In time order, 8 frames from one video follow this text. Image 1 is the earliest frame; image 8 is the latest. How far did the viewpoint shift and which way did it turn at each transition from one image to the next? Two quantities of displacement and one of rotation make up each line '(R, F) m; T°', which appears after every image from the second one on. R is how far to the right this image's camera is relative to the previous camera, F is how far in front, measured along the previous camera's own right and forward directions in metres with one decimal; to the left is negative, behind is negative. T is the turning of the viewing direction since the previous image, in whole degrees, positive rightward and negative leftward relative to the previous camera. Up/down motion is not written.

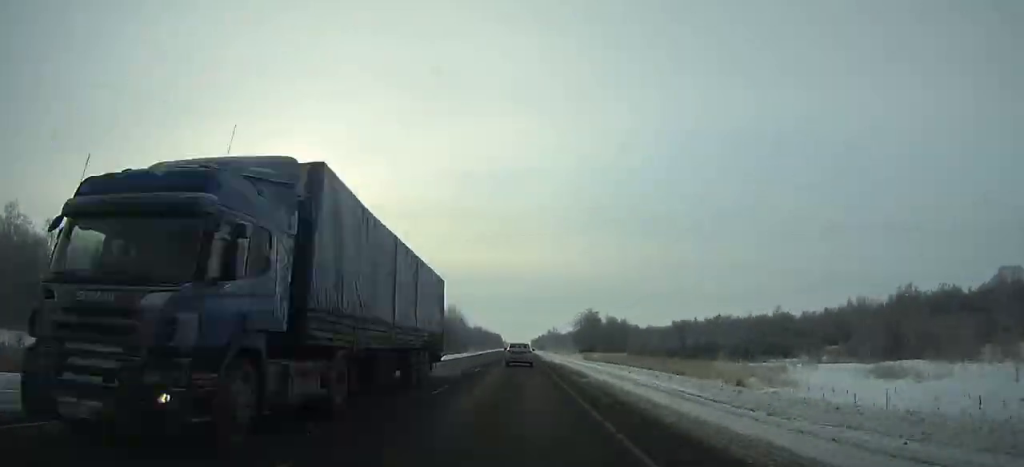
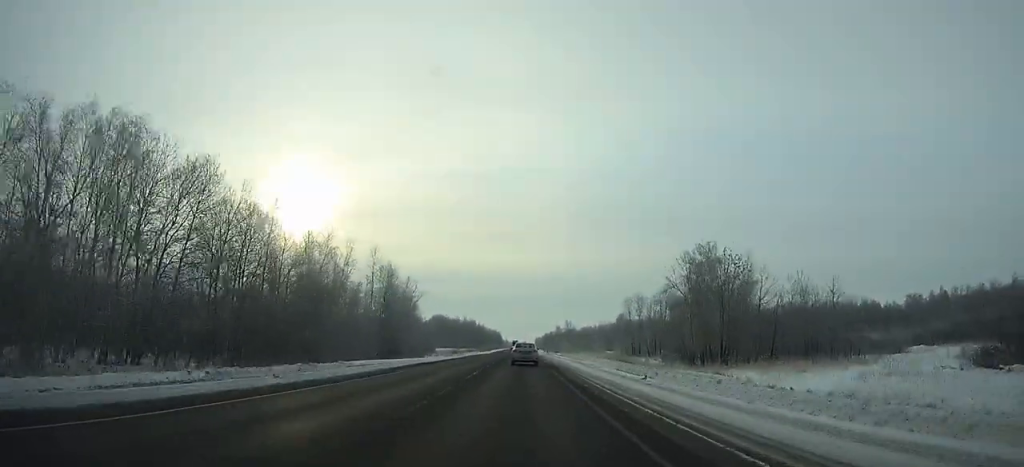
(-0.4, +110.1) m; 0°
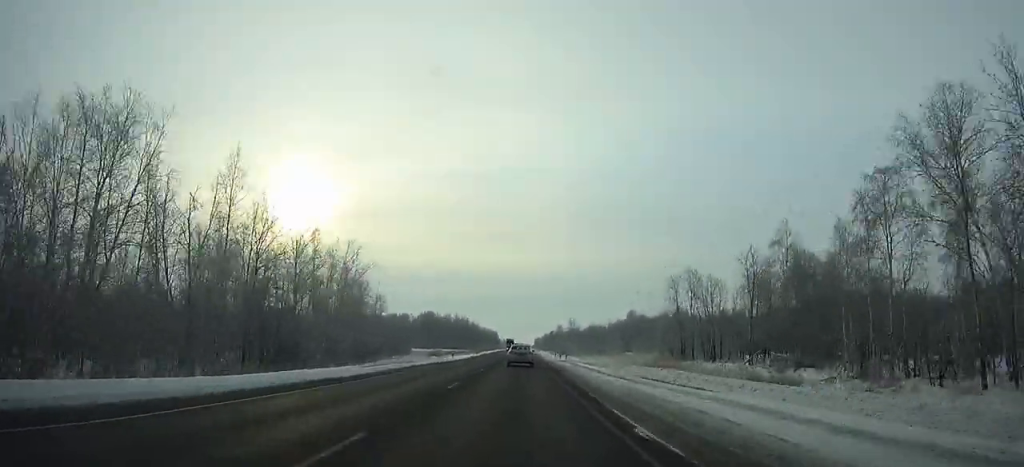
(0.0, +43.1) m; 0°
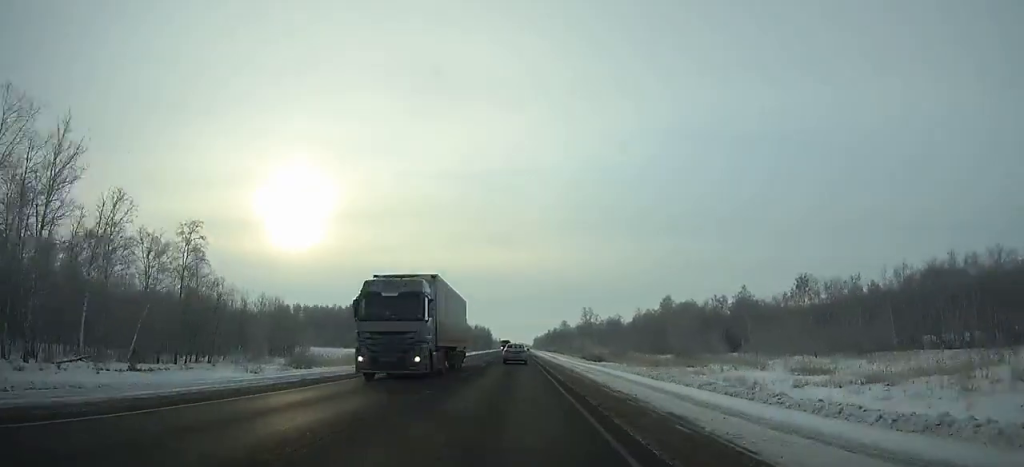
(-0.3, +89.5) m; 0°
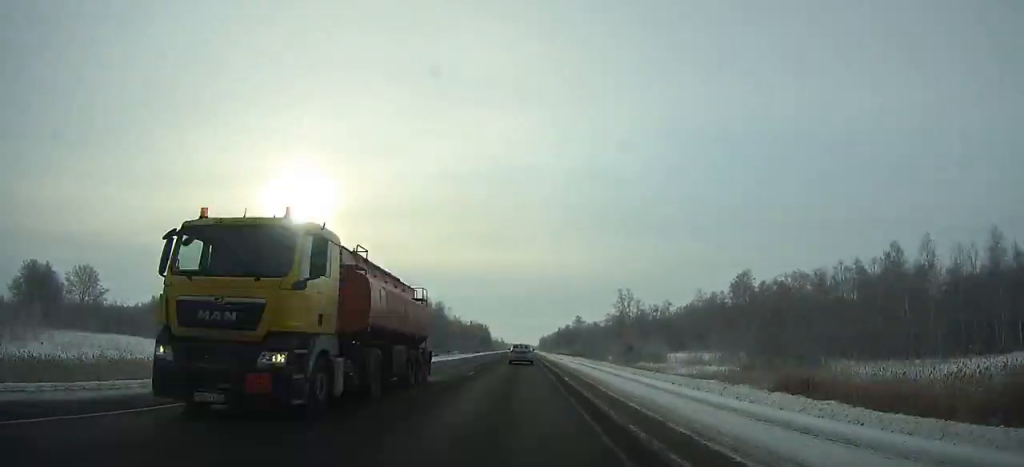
(-0.2, +83.6) m; 0°
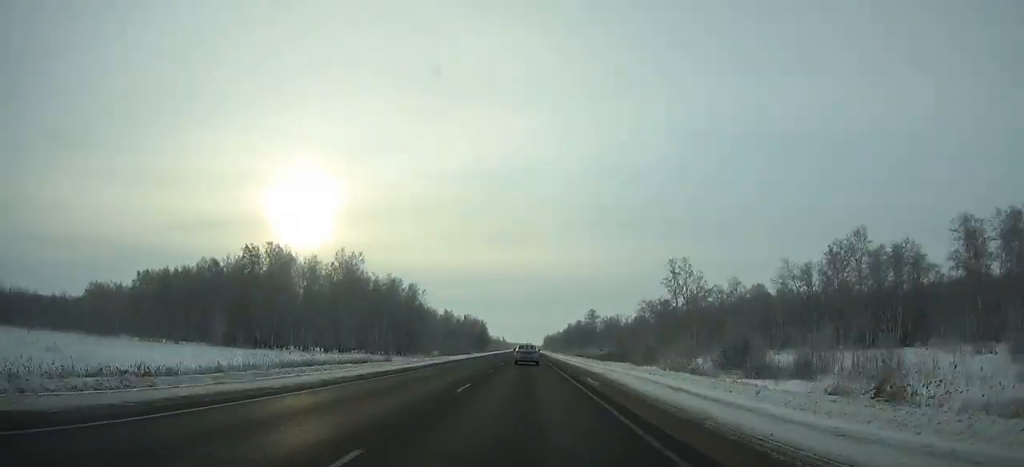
(+0.2, +57.5) m; 0°
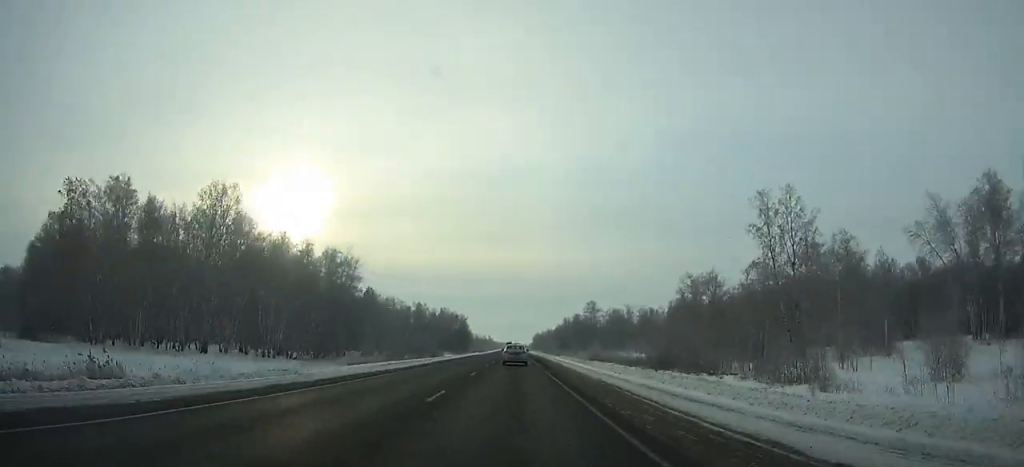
(+0.3, +50.3) m; 0°
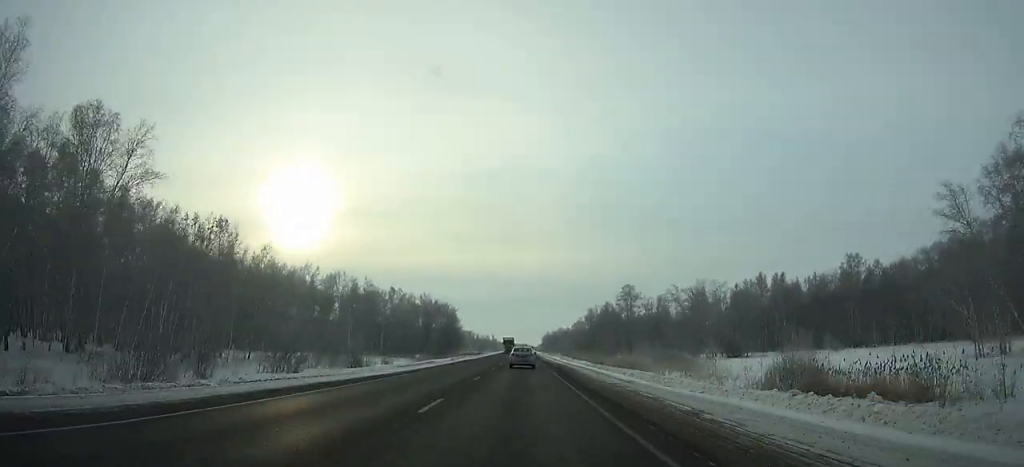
(-0.4, +73.6) m; 0°
